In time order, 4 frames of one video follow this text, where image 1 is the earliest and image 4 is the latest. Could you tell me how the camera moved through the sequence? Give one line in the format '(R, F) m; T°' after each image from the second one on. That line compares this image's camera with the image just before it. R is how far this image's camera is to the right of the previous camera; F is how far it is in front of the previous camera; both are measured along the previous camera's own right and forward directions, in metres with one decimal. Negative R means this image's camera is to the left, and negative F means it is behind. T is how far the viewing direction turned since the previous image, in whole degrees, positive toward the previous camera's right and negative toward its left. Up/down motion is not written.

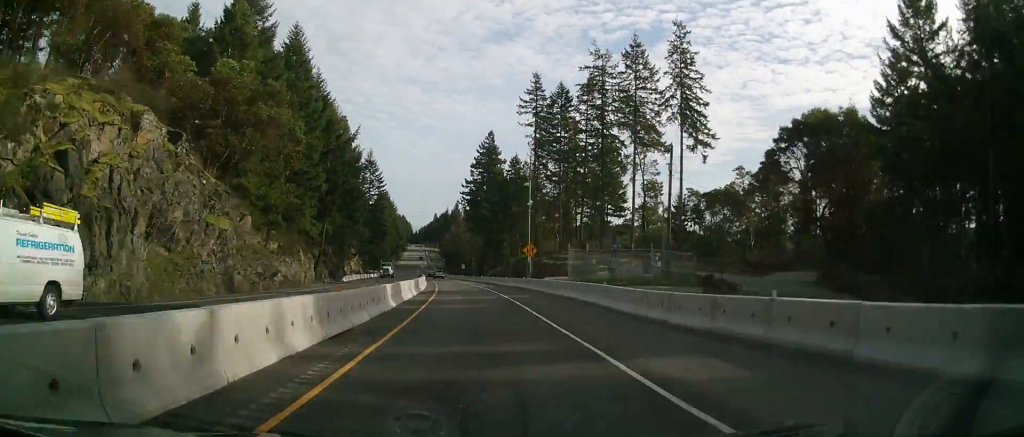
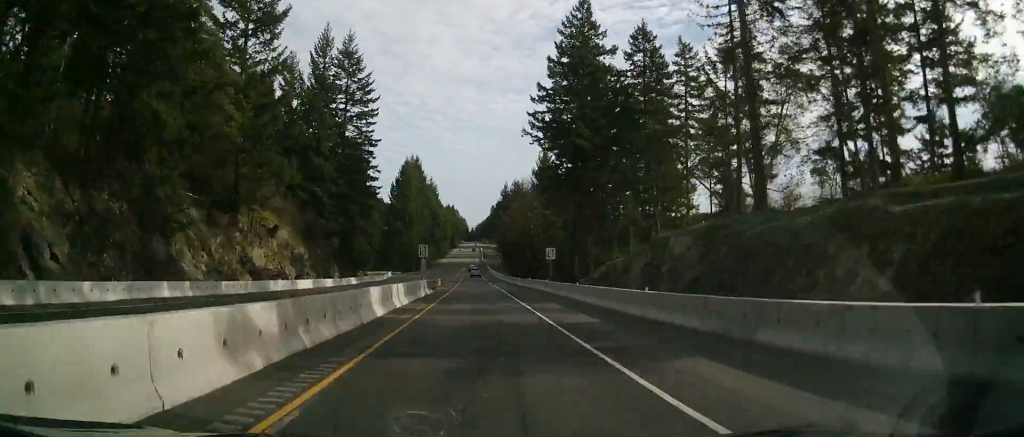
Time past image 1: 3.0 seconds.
(-5.1, +78.7) m; -5°
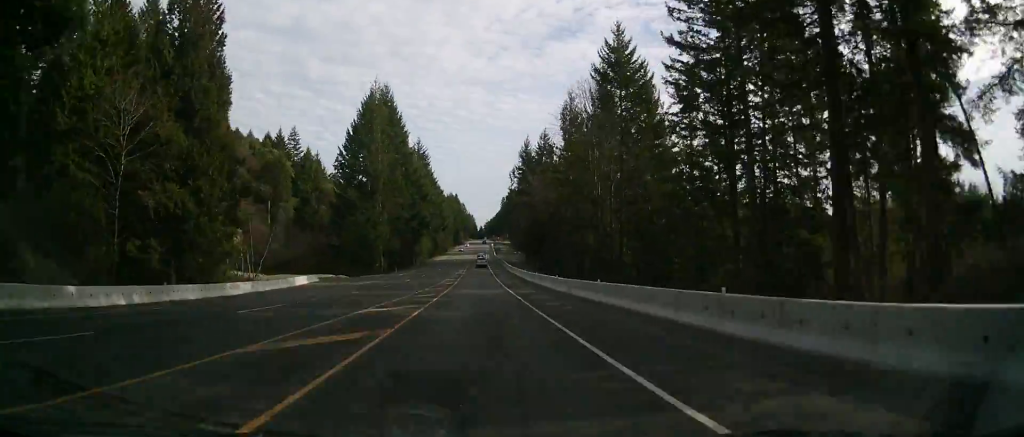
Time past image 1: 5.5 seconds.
(-2.0, +68.1) m; -4°
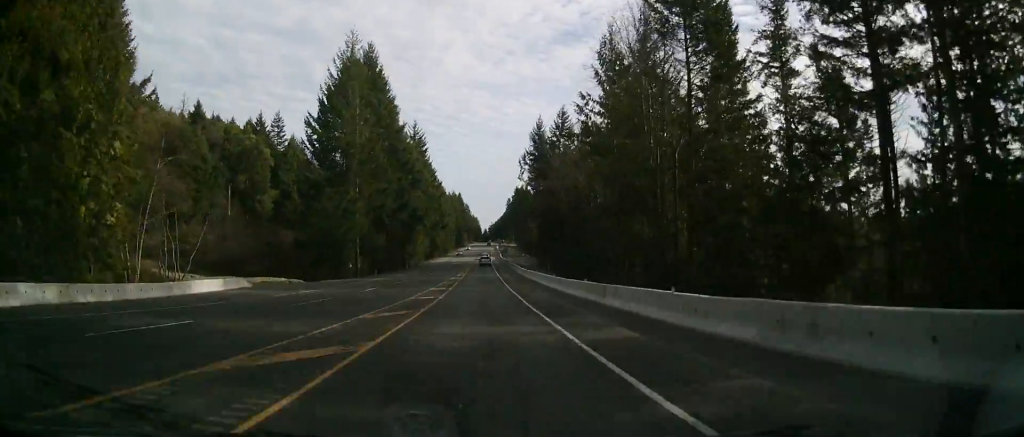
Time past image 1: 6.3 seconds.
(-0.1, +21.8) m; 0°
